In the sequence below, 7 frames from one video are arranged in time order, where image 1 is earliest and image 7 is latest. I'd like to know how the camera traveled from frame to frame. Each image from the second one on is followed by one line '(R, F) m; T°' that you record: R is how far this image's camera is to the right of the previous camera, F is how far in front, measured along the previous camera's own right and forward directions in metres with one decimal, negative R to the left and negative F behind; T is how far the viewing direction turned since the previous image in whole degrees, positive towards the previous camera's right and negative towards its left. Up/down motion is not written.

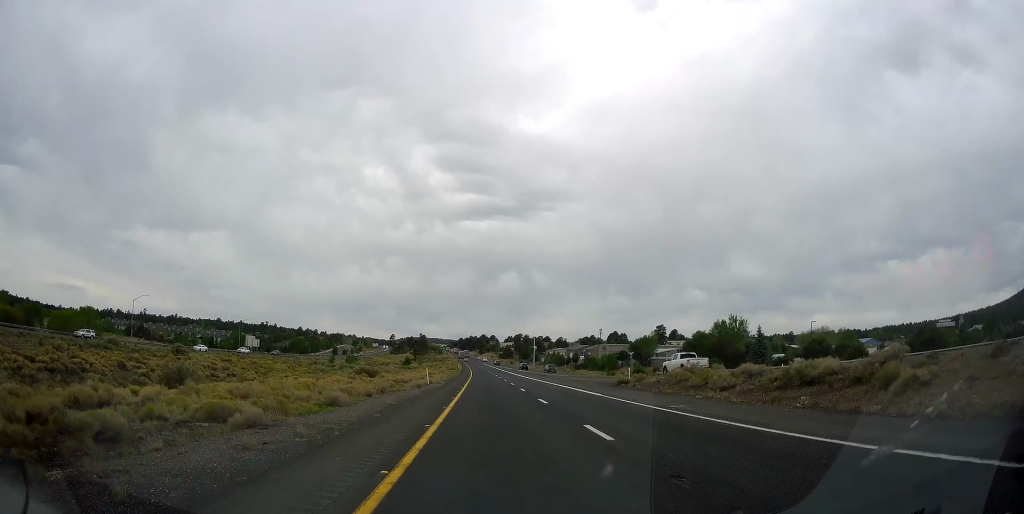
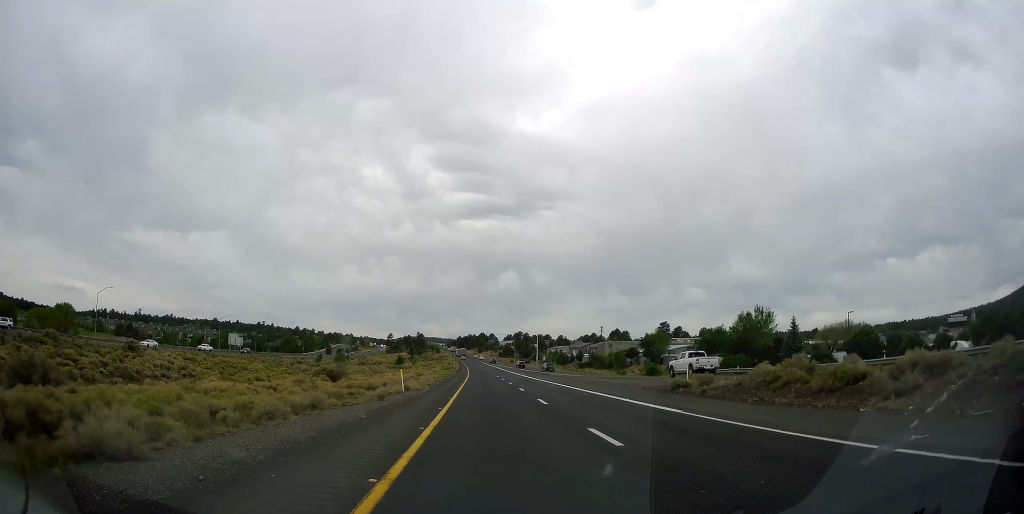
(+0.1, +13.2) m; 0°
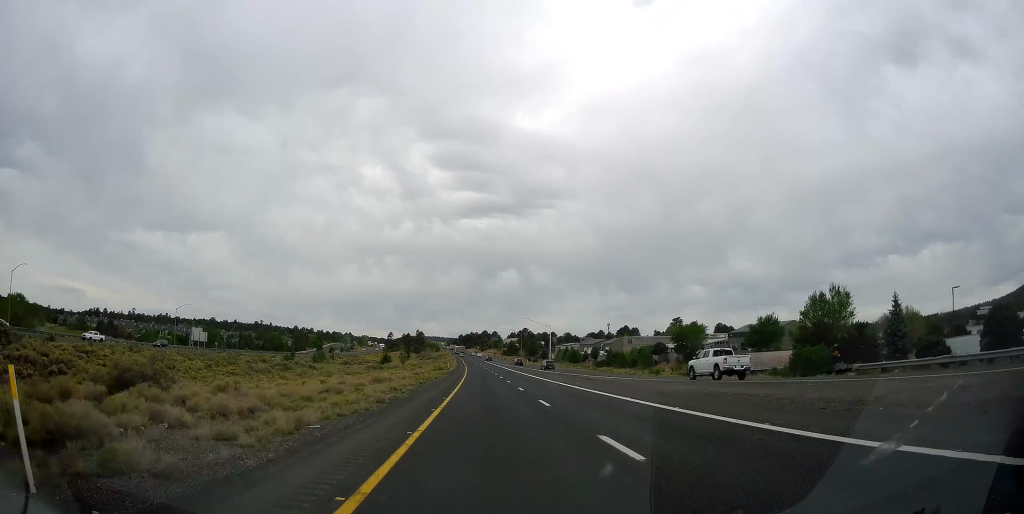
(+0.1, +26.4) m; 0°
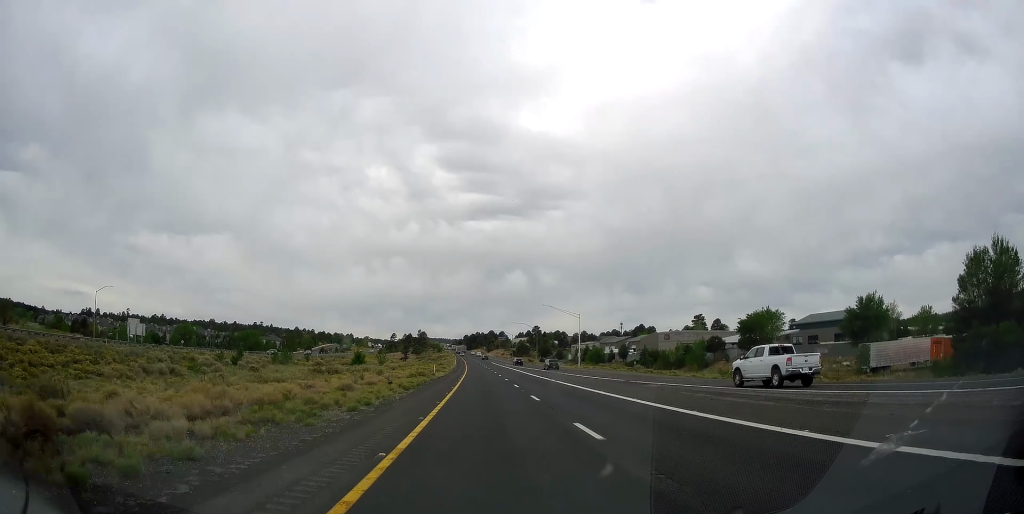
(+0.2, +34.5) m; -1°
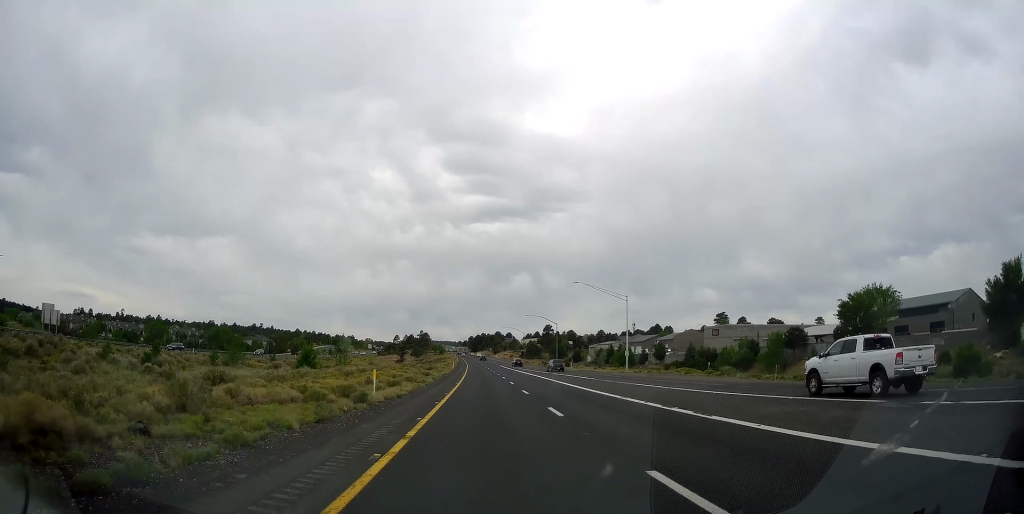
(-0.6, +31.6) m; 0°
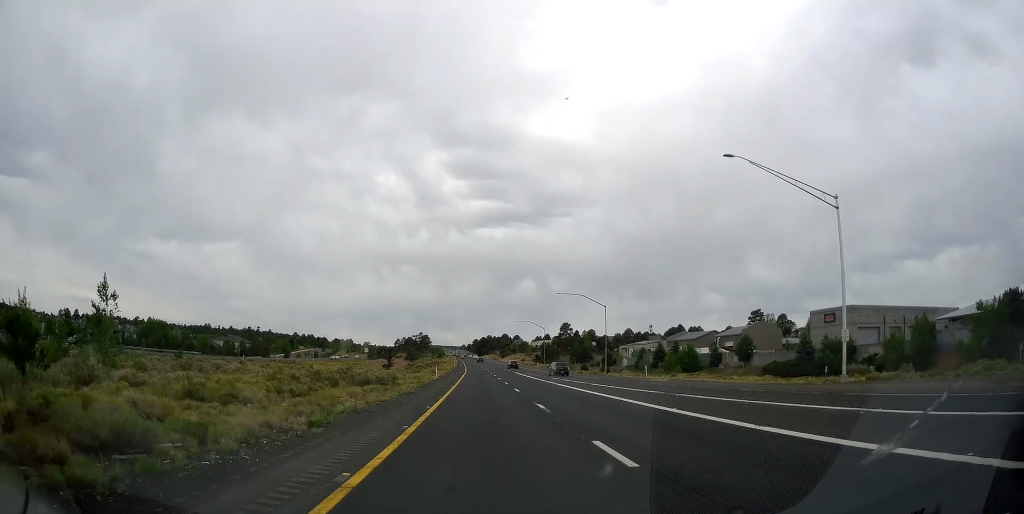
(+0.2, +45.7) m; -1°
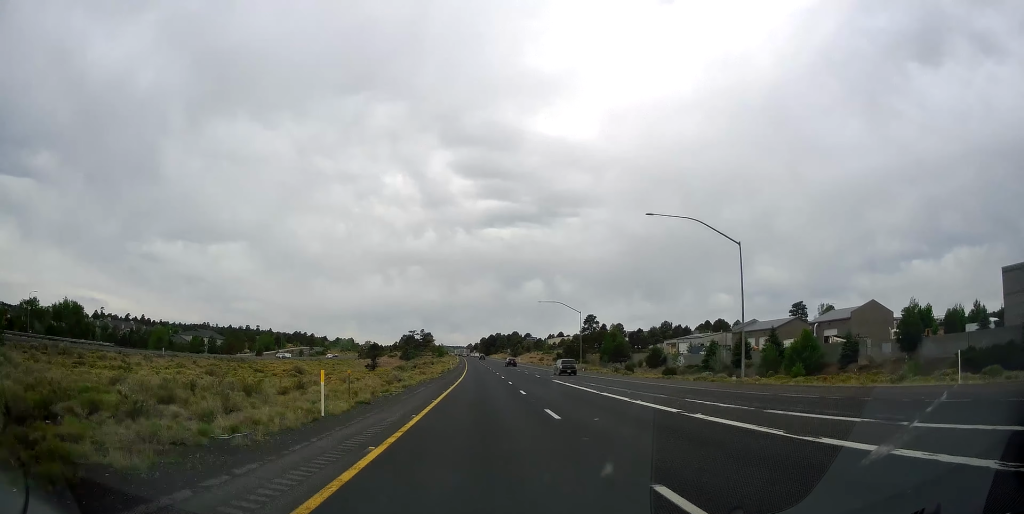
(-0.6, +41.6) m; -1°
